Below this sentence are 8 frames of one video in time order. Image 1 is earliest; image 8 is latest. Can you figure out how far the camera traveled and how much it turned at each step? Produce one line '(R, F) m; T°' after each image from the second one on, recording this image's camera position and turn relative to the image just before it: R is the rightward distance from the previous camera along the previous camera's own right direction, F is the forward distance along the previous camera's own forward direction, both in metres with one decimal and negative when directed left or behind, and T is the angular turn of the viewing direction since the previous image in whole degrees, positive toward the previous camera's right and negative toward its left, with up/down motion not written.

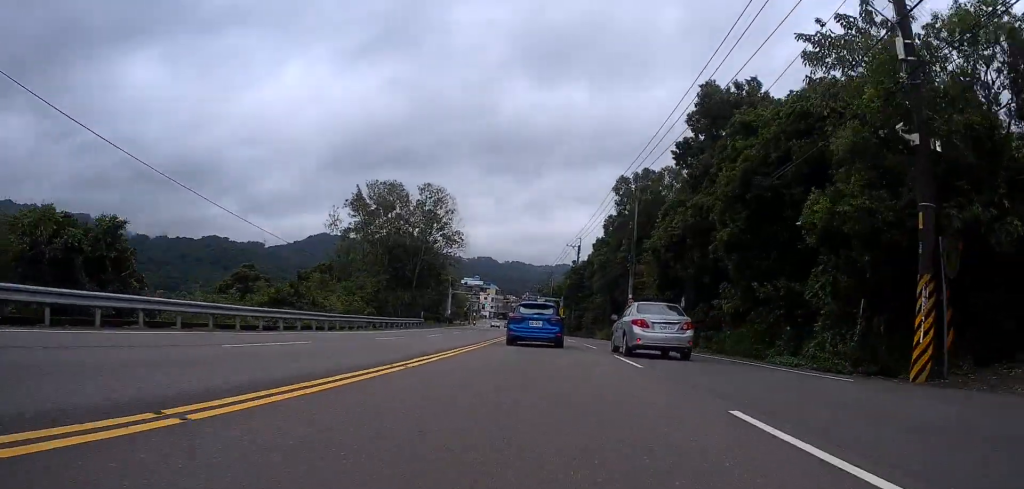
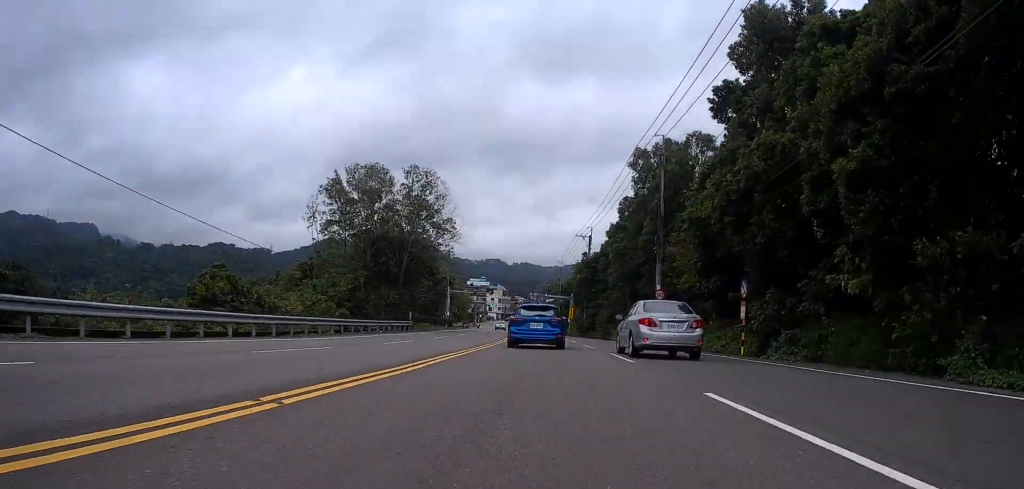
(0.0, +7.3) m; -3°
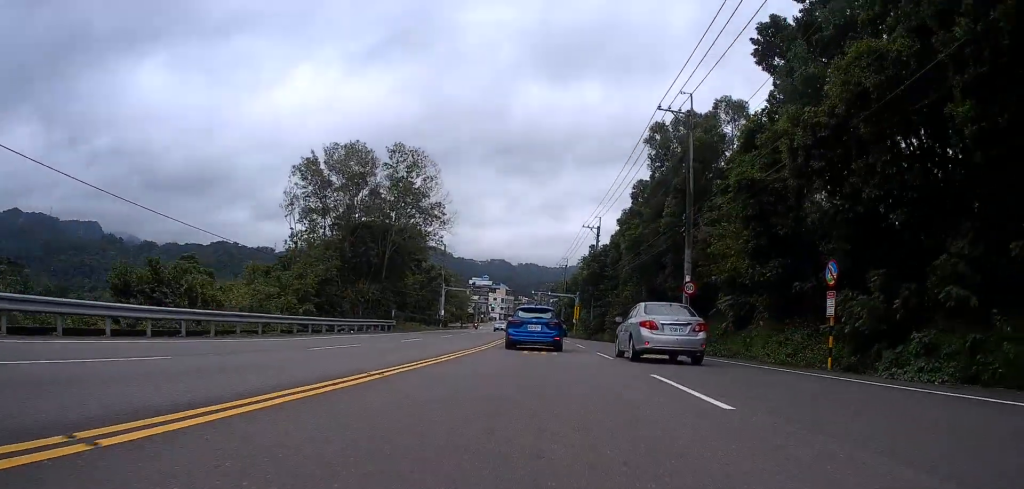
(-0.1, +5.8) m; -2°
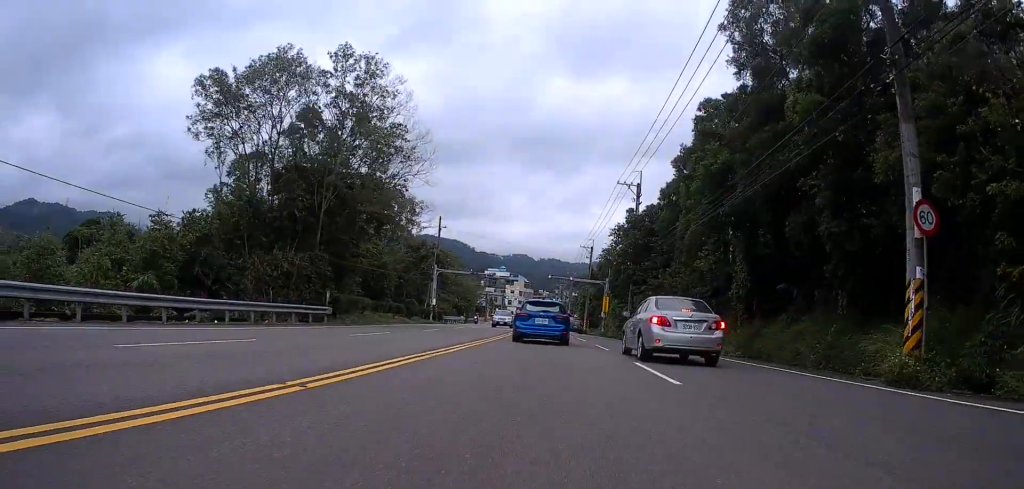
(-0.9, +15.4) m; -2°
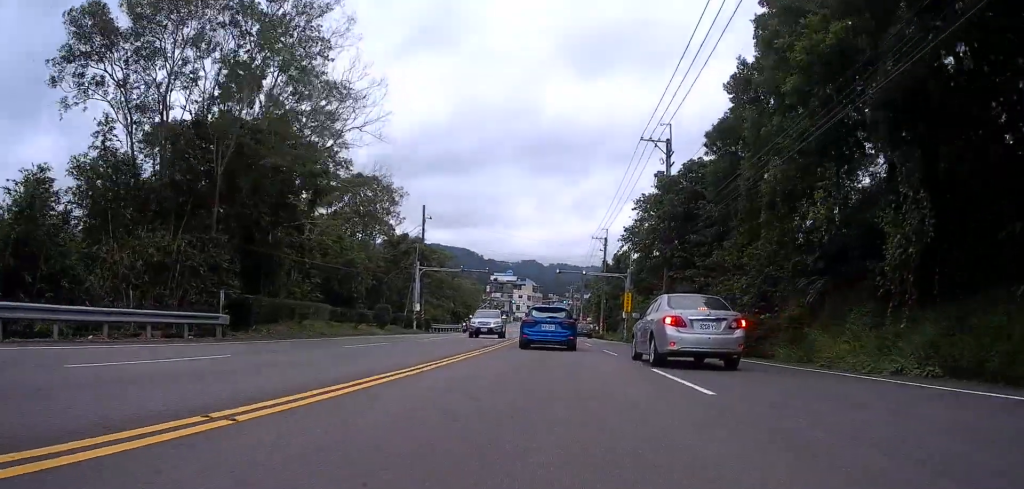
(-0.2, +10.1) m; +4°
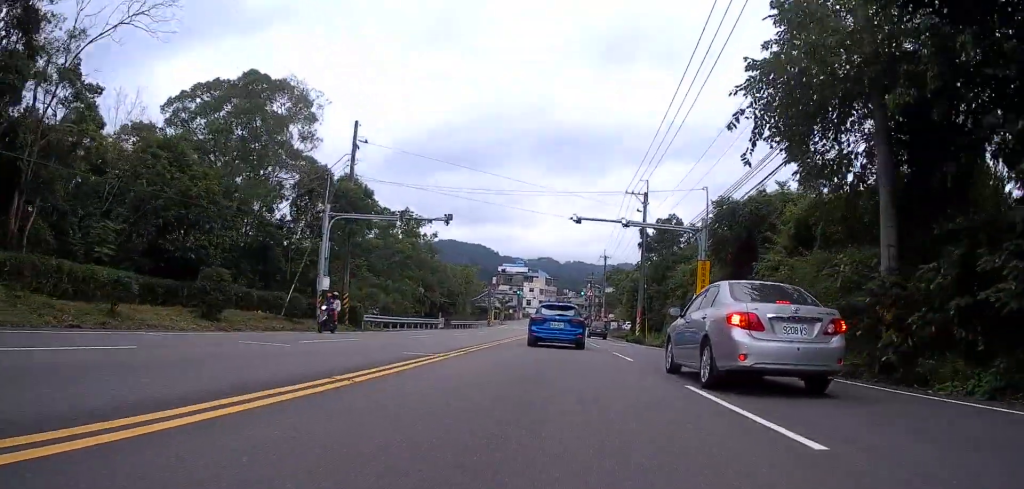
(+0.7, +21.7) m; -2°
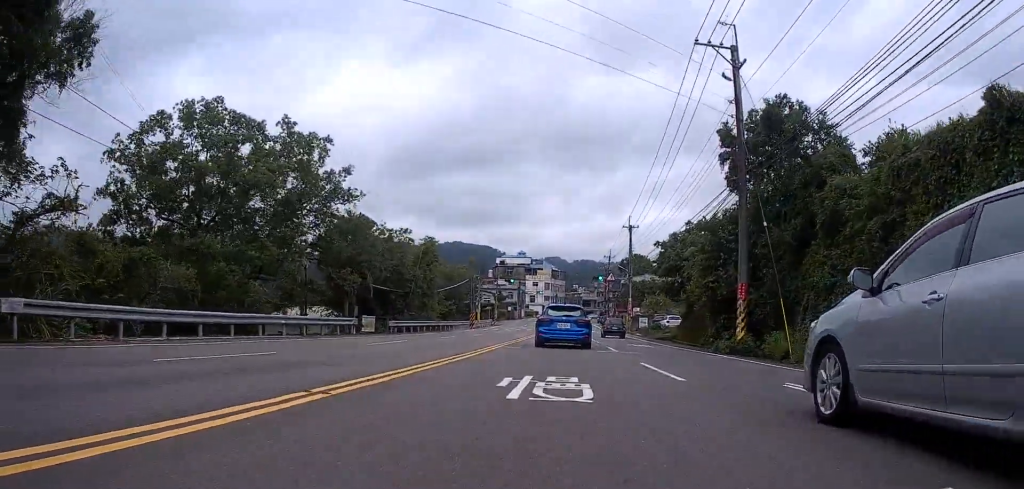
(-1.4, +25.7) m; -3°
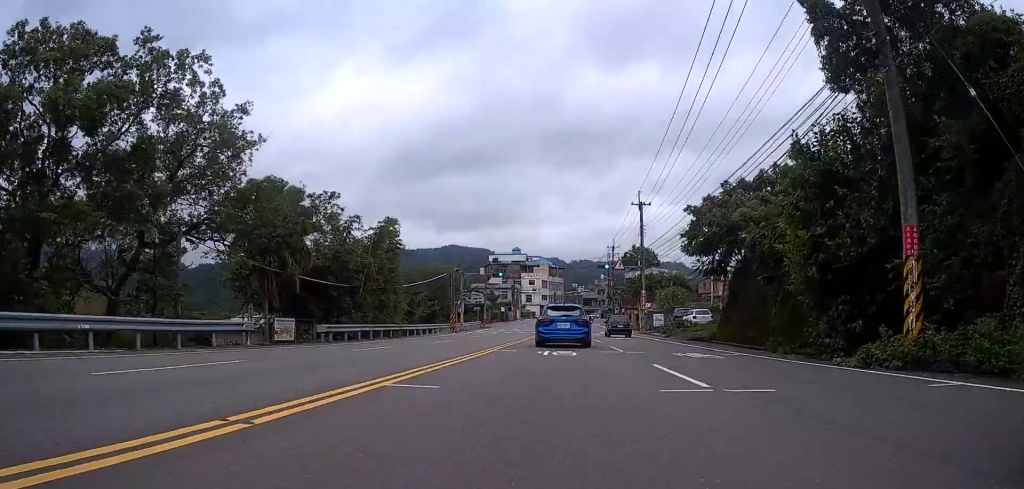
(0.0, +11.7) m; 0°
